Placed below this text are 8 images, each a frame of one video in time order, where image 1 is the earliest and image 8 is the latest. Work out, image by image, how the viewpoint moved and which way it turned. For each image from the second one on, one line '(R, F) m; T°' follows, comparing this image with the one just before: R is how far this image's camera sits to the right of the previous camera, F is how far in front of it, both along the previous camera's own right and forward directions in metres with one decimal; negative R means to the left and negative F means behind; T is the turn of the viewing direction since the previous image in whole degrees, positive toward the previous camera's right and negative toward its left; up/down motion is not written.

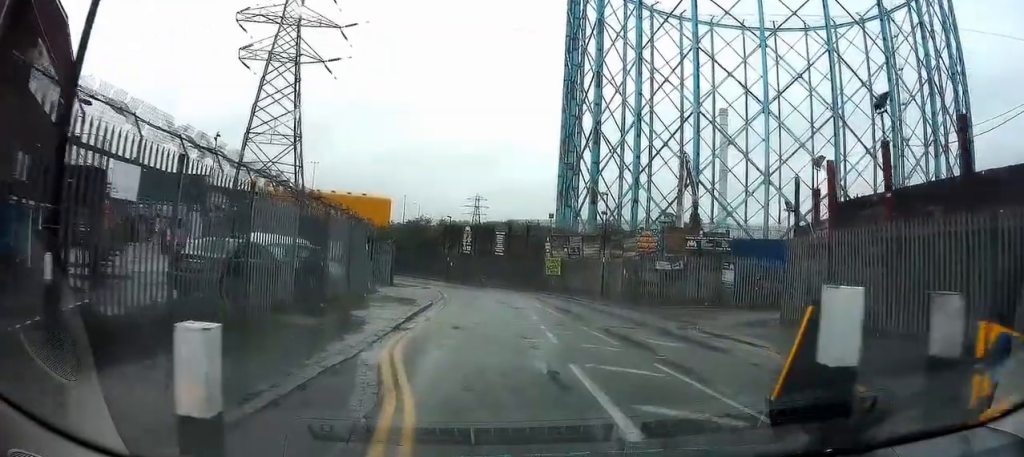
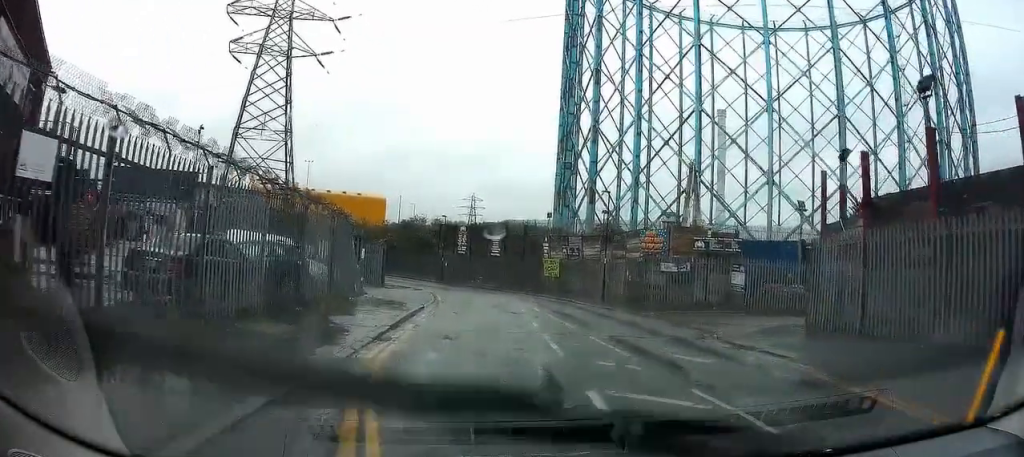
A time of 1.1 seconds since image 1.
(0.0, +1.9) m; +5°
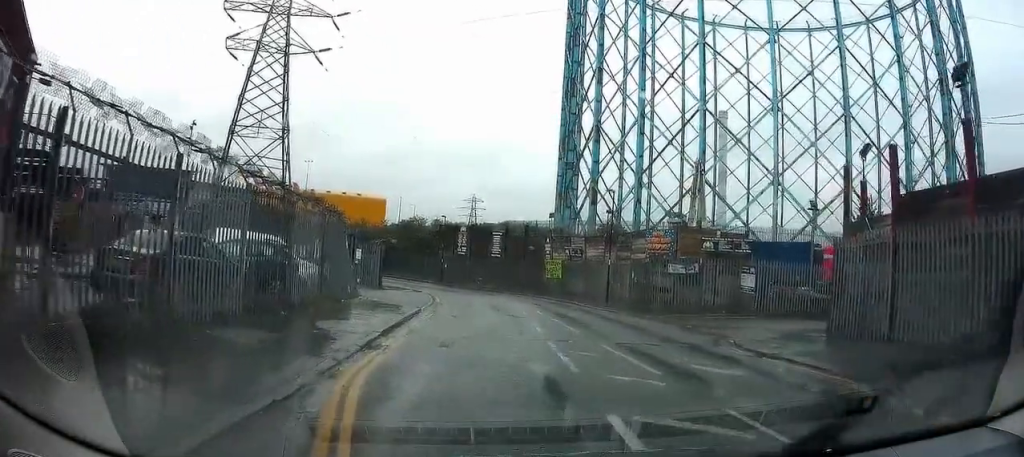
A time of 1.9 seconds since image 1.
(+0.1, +1.3) m; +5°
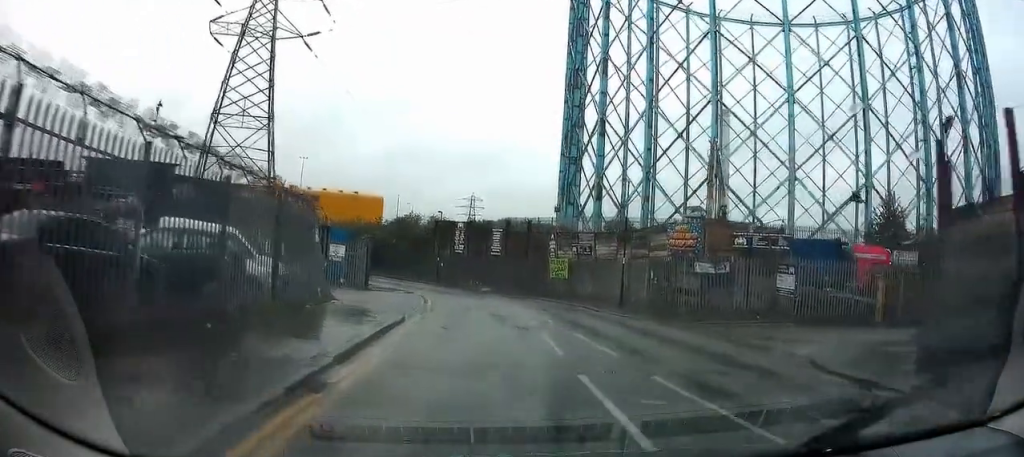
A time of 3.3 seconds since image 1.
(+0.2, +2.9) m; +2°
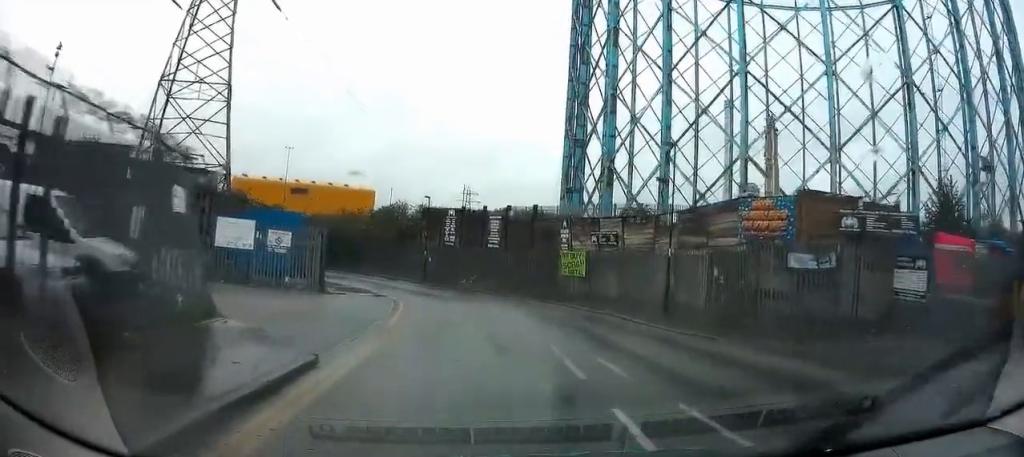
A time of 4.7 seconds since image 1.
(-0.2, +6.0) m; -3°
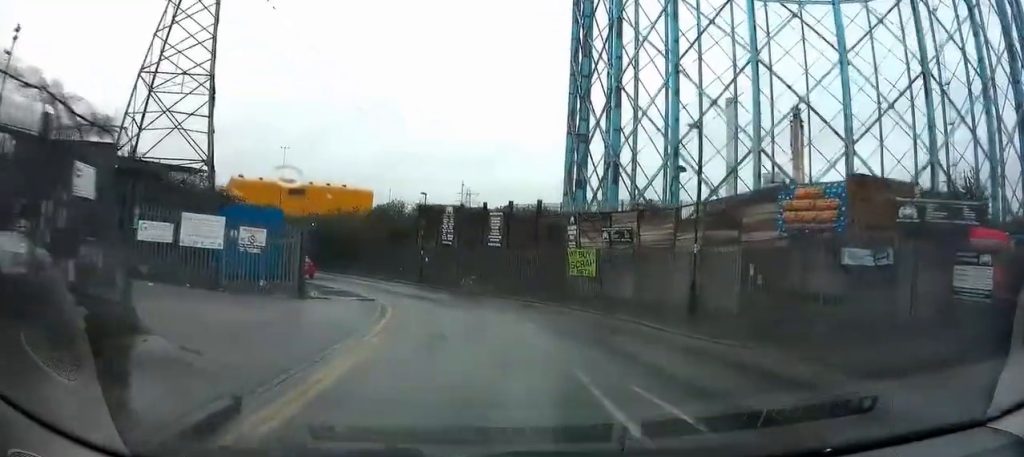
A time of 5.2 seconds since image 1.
(0.0, +2.2) m; +1°
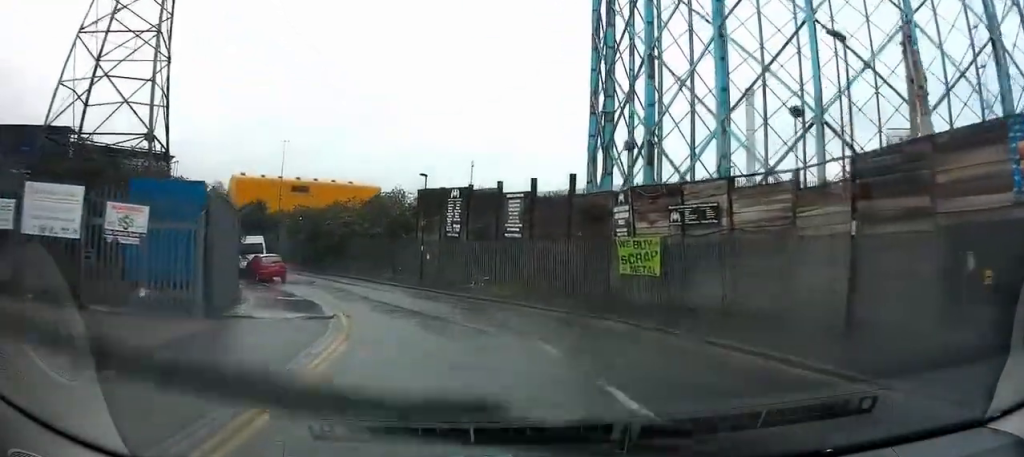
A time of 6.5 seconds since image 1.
(+0.1, +7.2) m; -1°
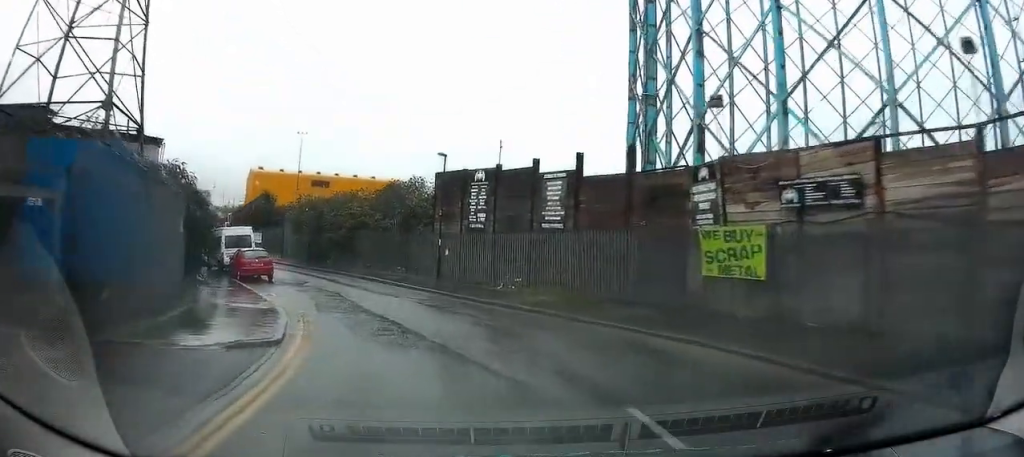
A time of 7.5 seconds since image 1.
(-0.3, +5.9) m; -2°
